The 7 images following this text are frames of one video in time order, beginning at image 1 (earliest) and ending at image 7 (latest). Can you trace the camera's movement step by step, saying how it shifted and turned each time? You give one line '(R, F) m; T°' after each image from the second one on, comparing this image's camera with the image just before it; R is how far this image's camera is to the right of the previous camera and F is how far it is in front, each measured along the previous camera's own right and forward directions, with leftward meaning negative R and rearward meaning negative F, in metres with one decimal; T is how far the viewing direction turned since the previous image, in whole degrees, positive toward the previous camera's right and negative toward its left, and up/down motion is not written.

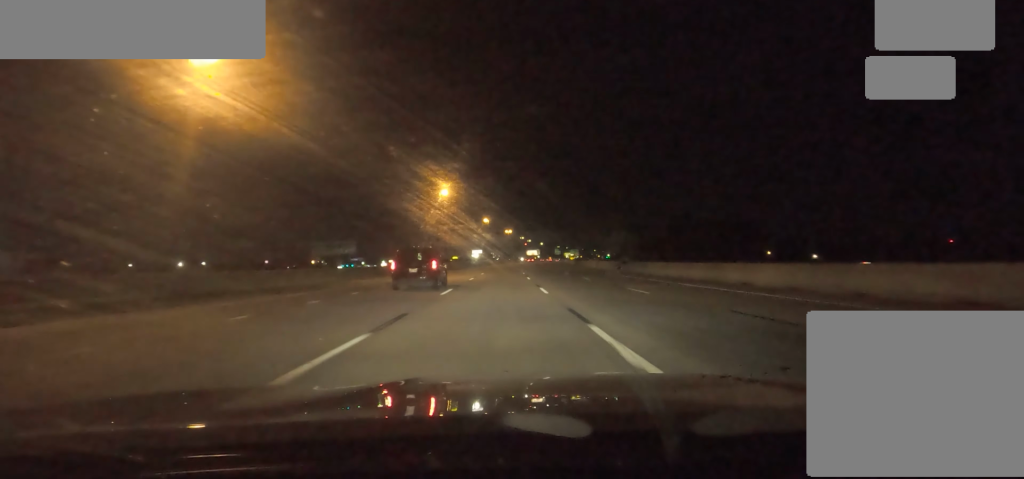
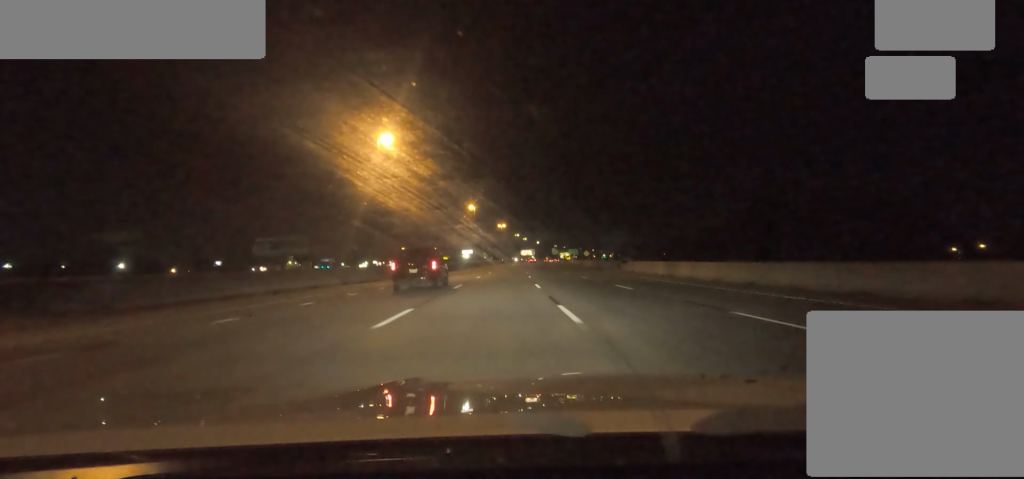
(+1.8, +37.0) m; +4°
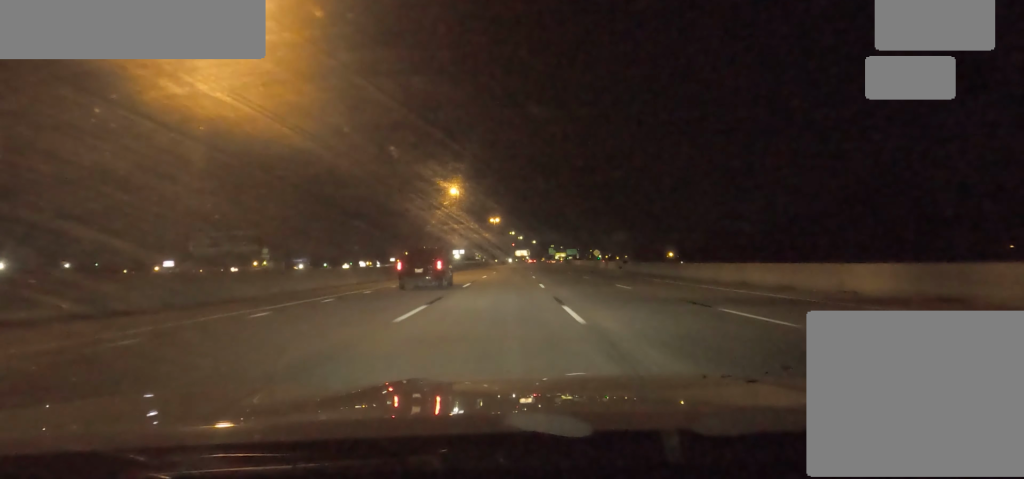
(-0.3, +26.0) m; 0°
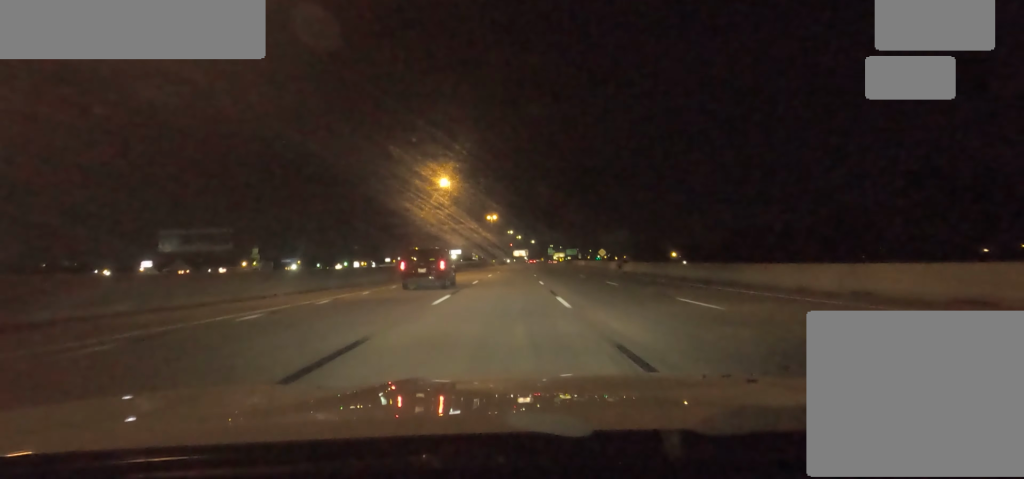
(-0.4, +9.7) m; 0°
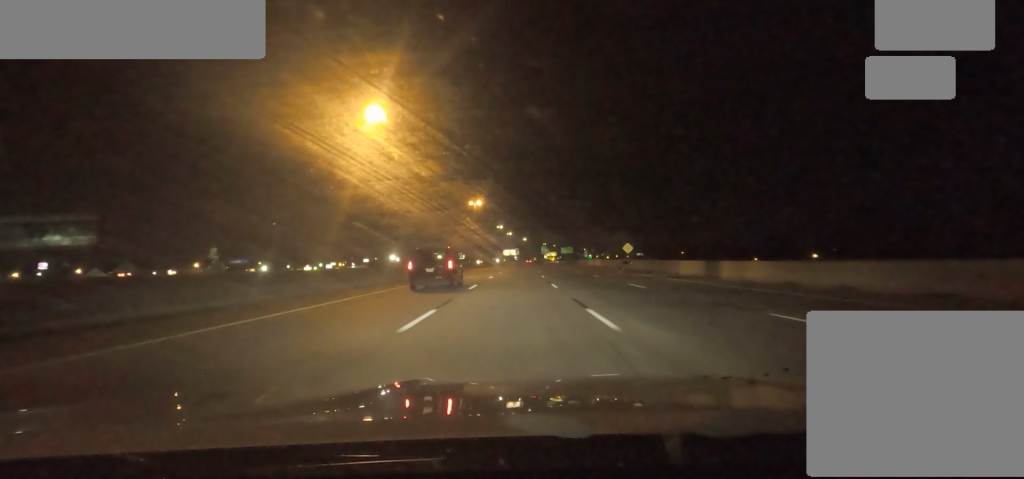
(+1.9, +31.9) m; +3°
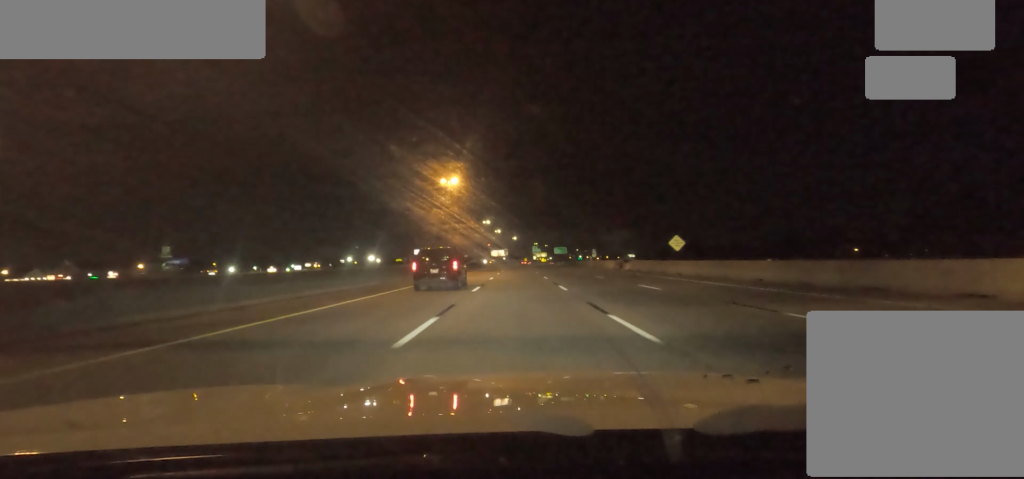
(0.0, +29.1) m; 0°
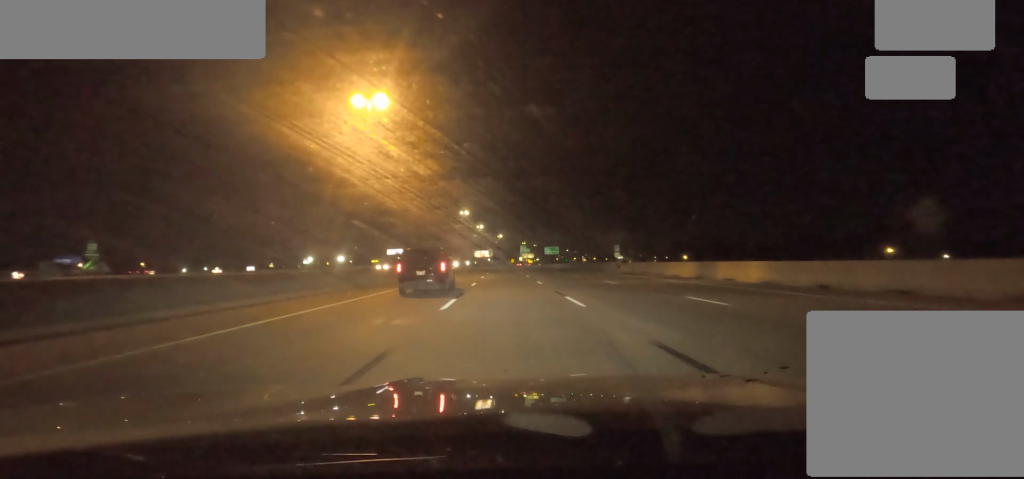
(0.0, +34.3) m; 0°
